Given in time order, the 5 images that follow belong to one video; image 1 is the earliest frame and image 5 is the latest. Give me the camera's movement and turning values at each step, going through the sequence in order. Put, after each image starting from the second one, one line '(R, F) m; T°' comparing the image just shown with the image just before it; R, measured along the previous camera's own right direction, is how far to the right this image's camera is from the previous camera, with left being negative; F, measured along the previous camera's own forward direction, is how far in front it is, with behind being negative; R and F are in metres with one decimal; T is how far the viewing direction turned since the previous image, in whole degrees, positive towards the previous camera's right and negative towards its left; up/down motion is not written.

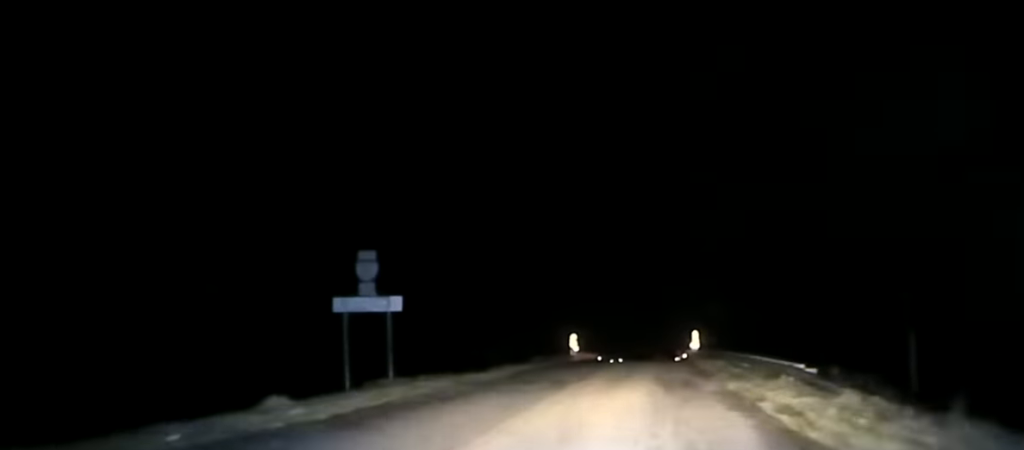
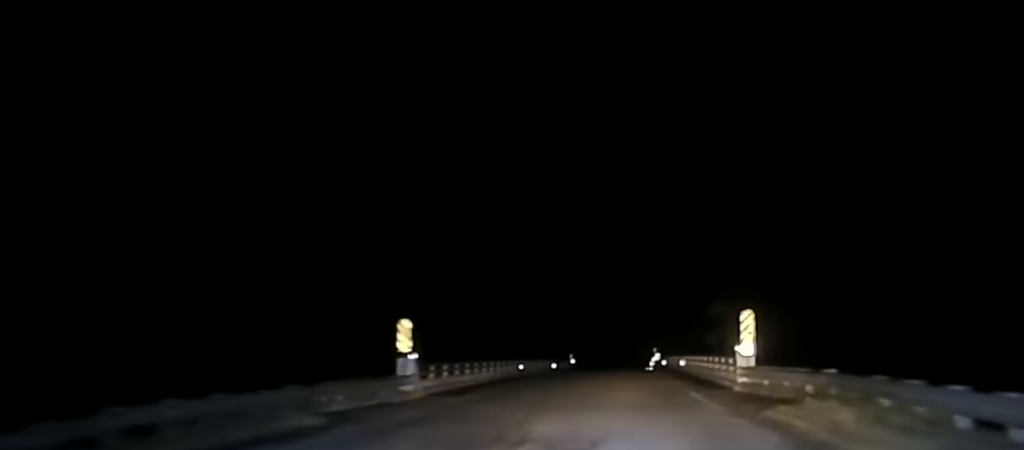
(+0.4, +50.3) m; +2°
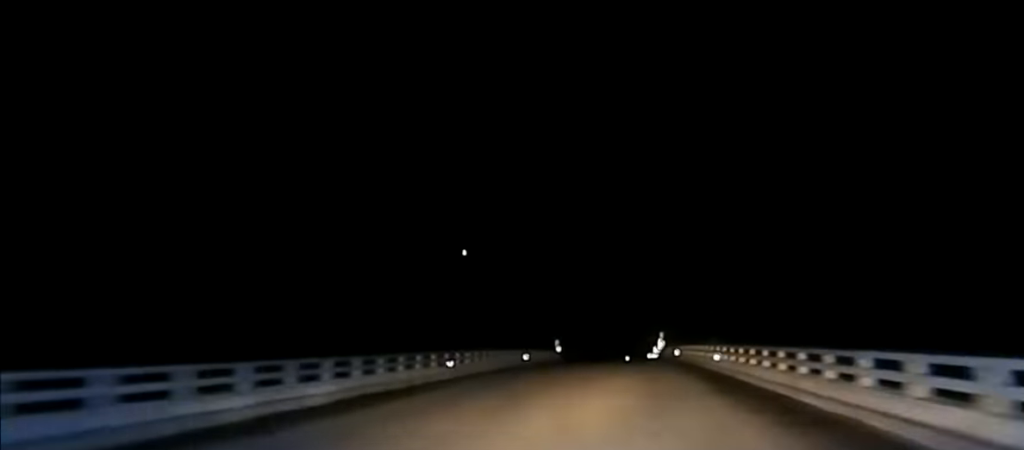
(+0.2, +23.1) m; 0°
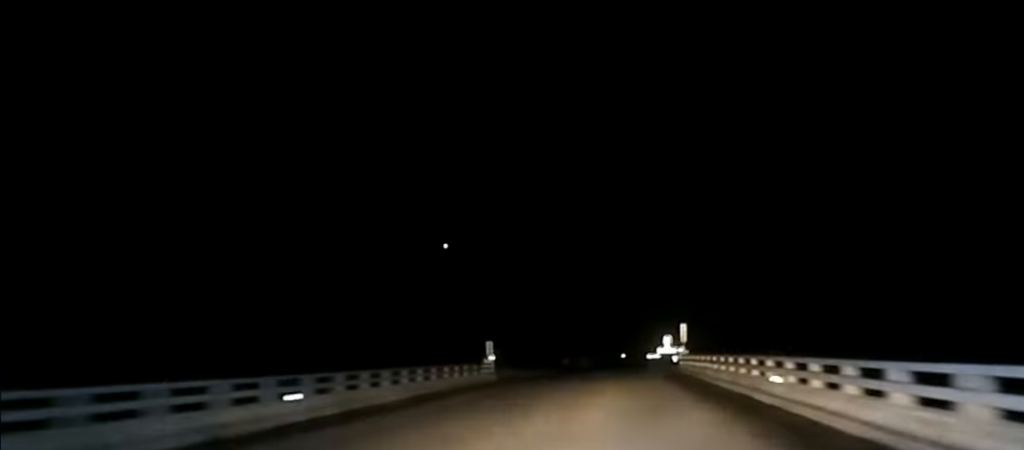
(-0.4, +42.8) m; 0°
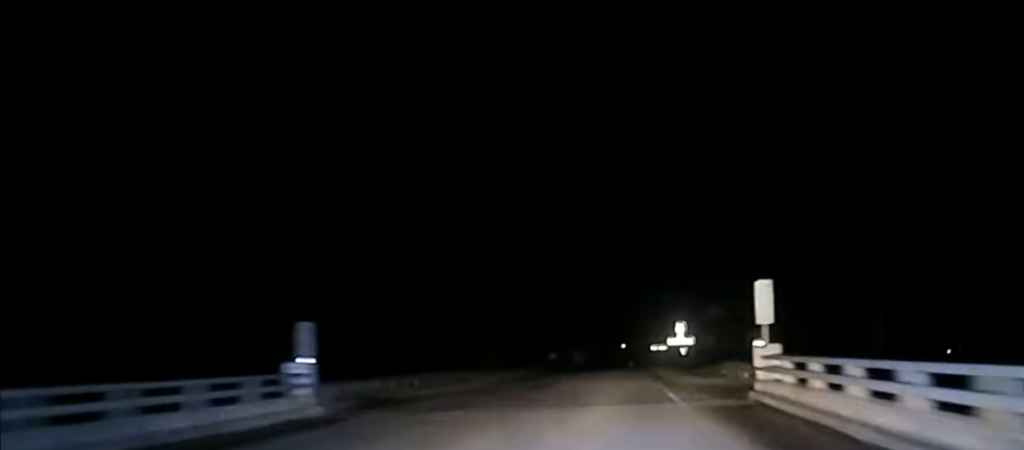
(+0.4, +29.1) m; 0°
